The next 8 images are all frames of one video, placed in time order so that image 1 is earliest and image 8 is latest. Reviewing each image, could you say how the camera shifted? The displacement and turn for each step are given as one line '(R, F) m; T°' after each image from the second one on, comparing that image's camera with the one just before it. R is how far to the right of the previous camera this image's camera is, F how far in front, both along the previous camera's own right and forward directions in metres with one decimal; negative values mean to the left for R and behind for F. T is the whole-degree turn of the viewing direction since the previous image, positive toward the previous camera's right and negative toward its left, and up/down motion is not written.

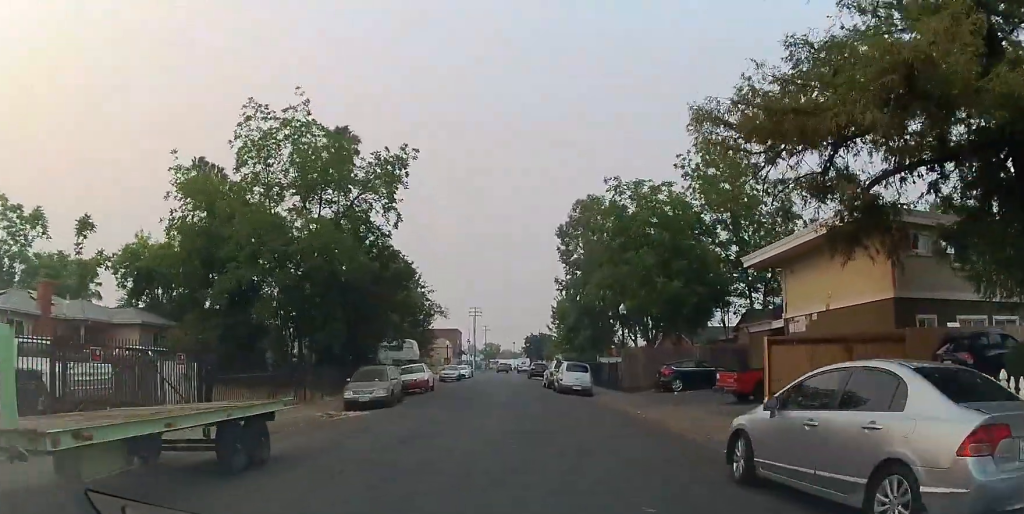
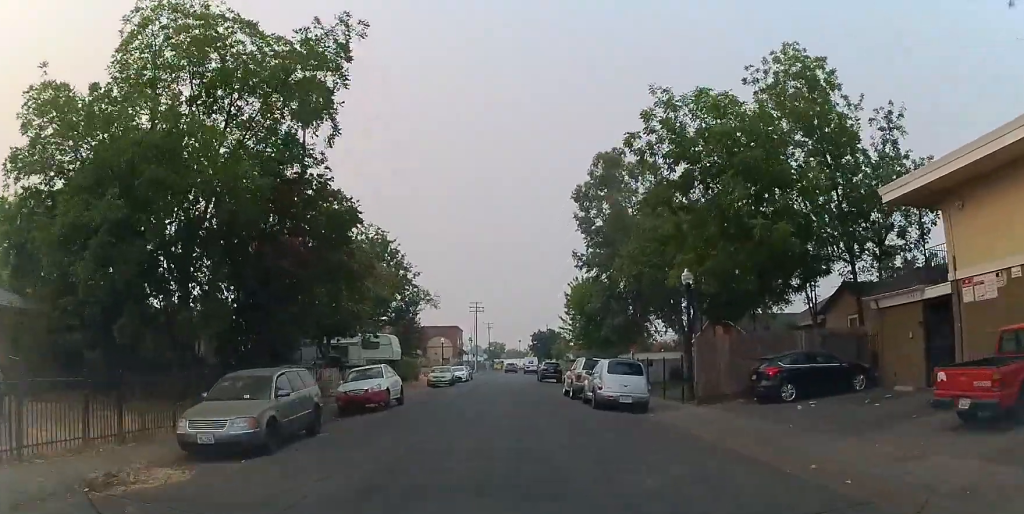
(+0.3, +11.1) m; +4°
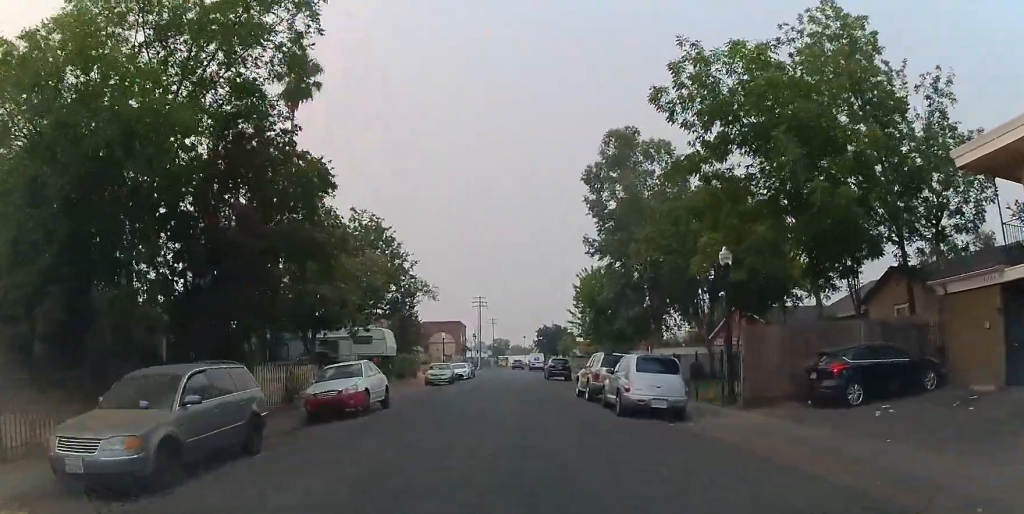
(+0.3, +3.4) m; 0°
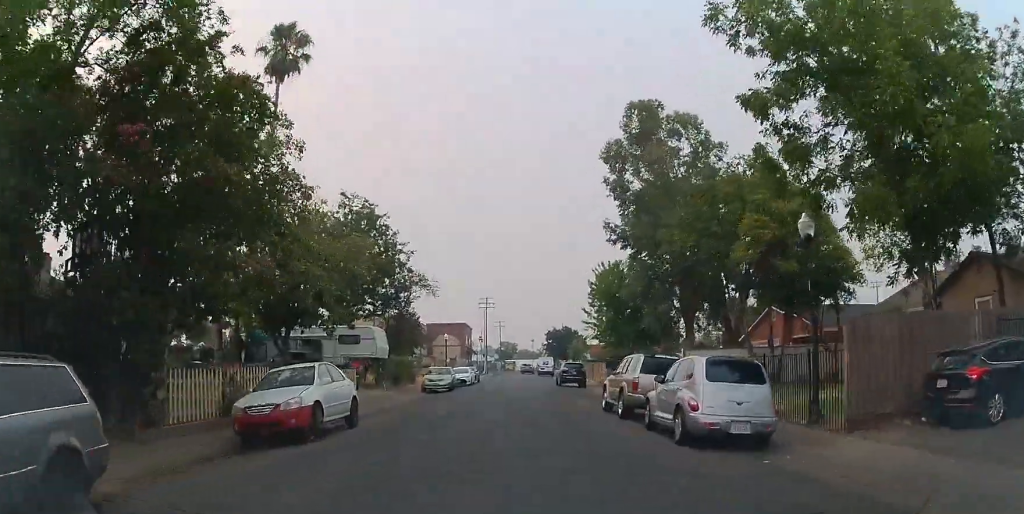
(-0.3, +4.6) m; -3°
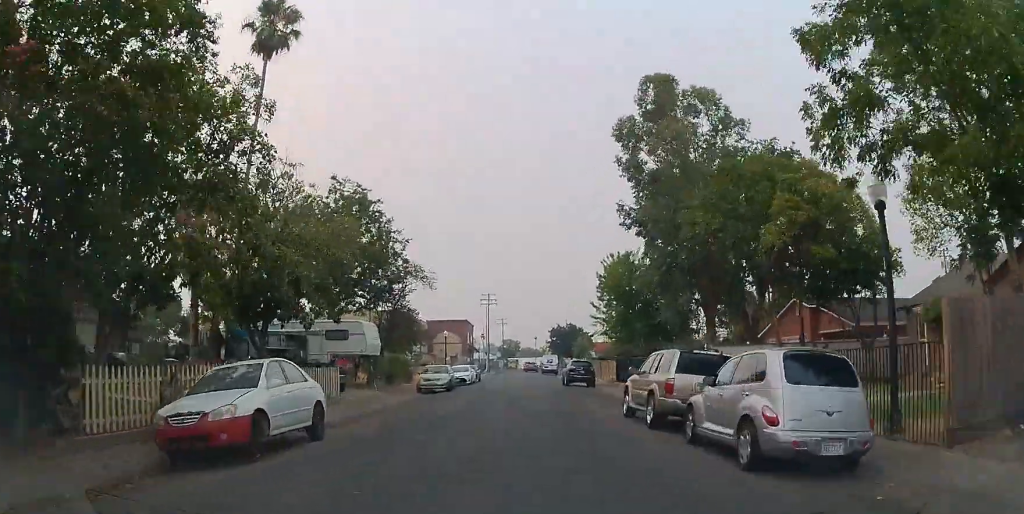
(-0.1, +2.7) m; -2°
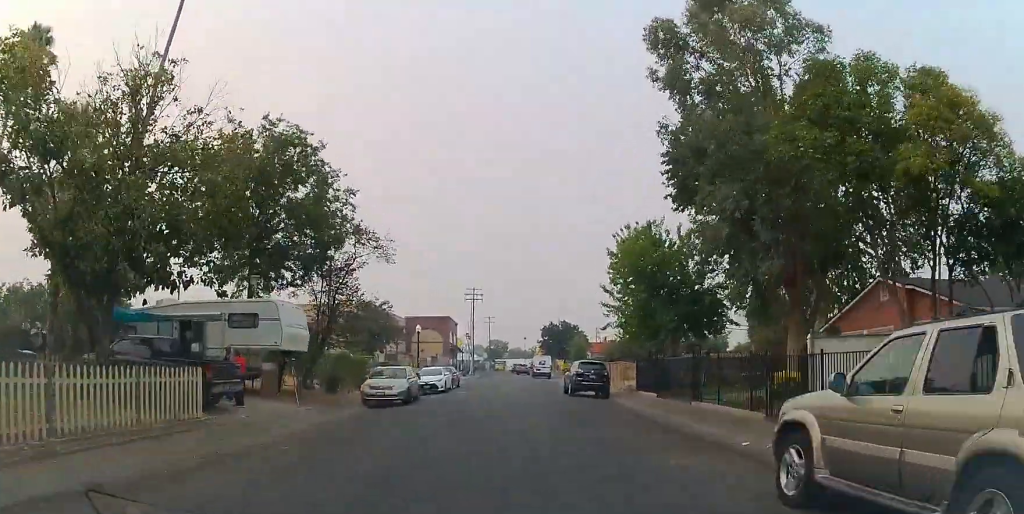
(-0.4, +9.1) m; -3°
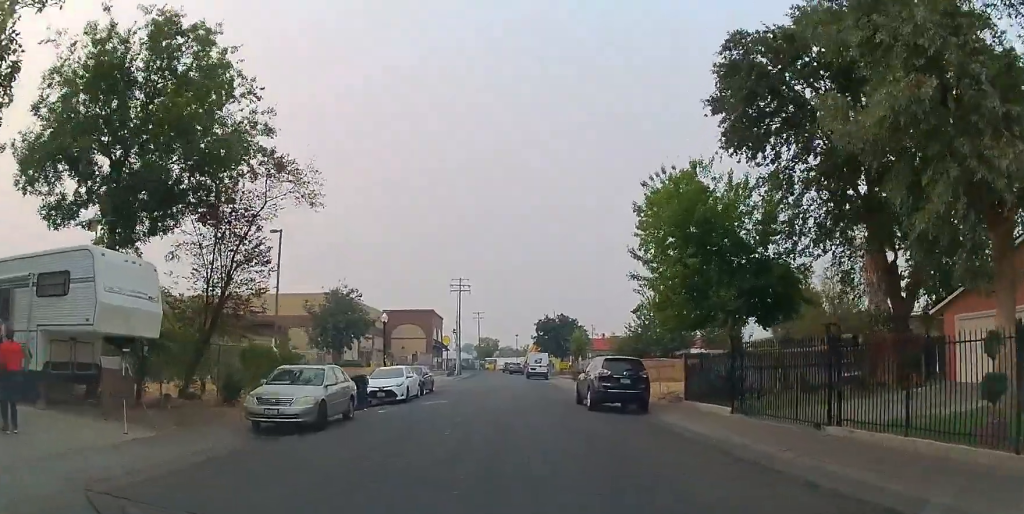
(+0.3, +9.1) m; +3°
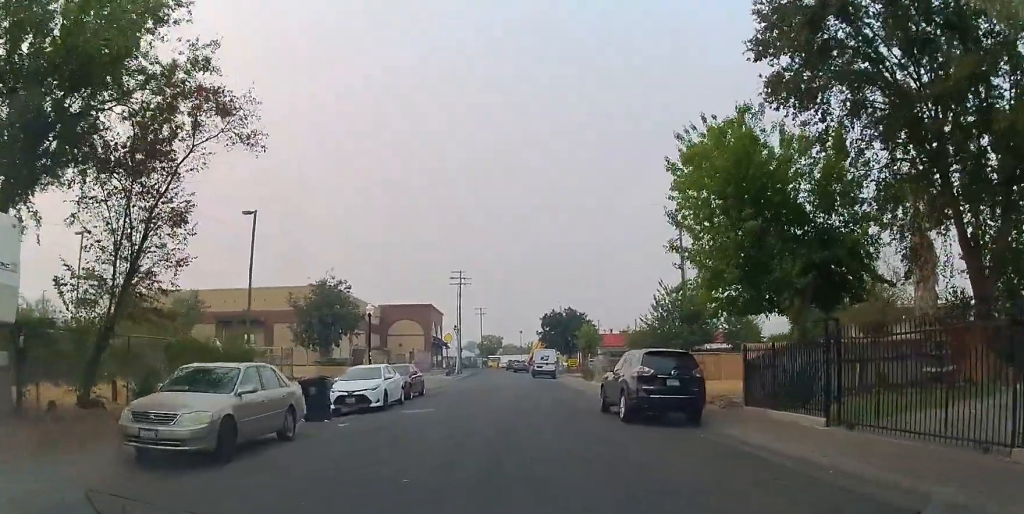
(0.0, +4.6) m; 0°
